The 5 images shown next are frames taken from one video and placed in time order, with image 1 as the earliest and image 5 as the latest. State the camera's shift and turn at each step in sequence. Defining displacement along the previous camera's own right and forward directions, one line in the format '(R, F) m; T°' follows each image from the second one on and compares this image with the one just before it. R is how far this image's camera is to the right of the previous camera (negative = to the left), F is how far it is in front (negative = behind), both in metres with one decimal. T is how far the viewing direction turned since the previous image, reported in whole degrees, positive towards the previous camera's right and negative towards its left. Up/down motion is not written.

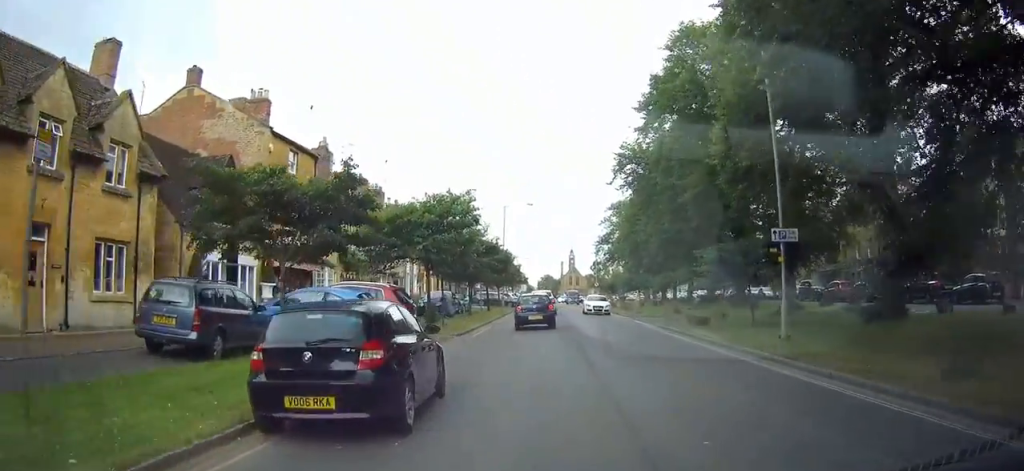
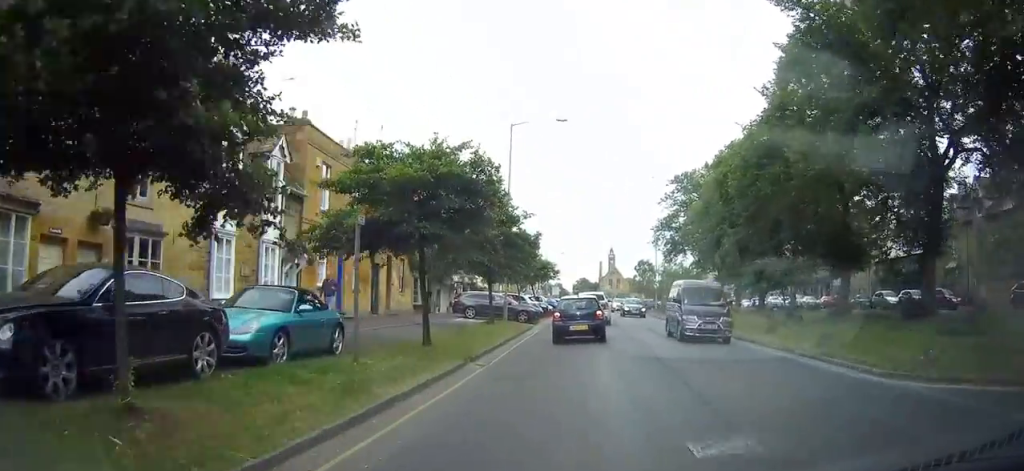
(-1.9, +32.9) m; -7°
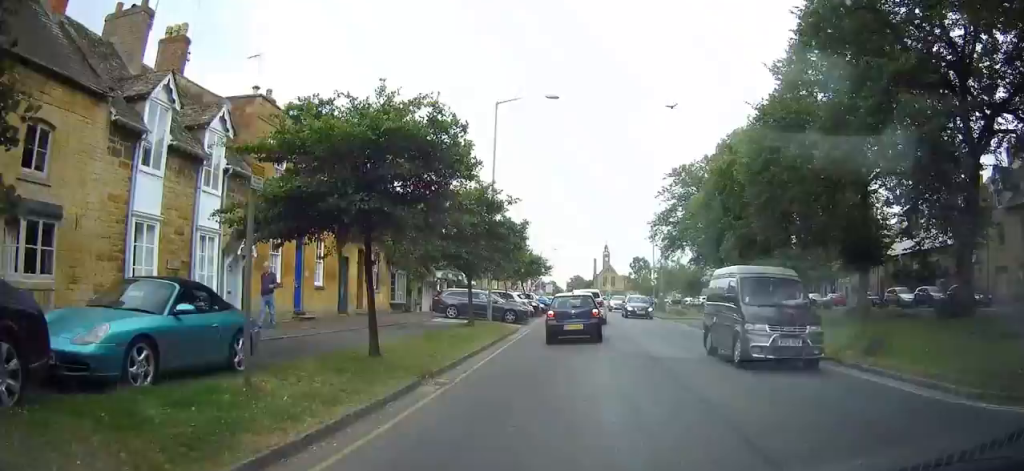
(+0.2, +3.7) m; +2°
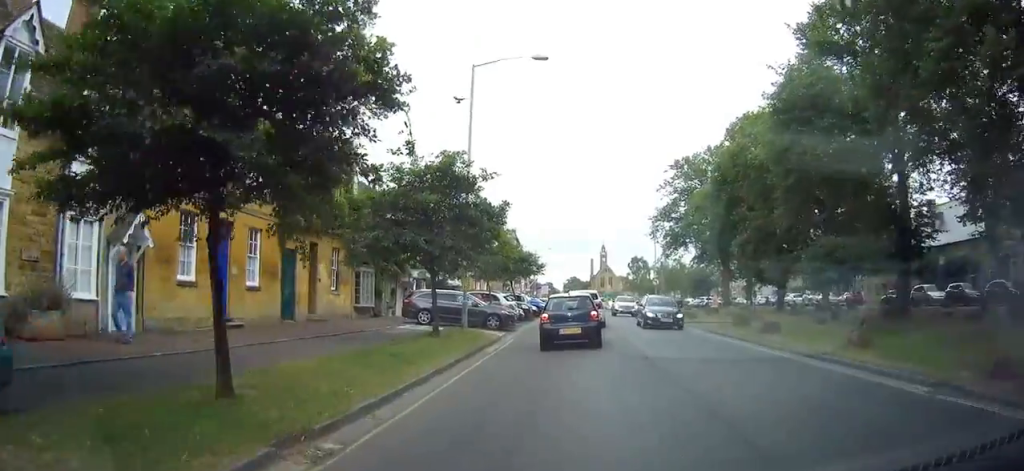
(+0.1, +5.6) m; +2°
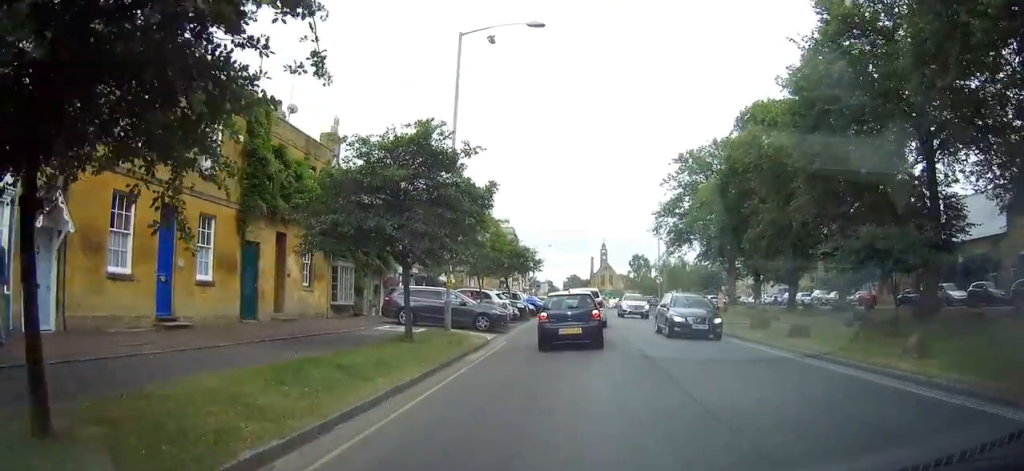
(0.0, +3.3) m; 0°
